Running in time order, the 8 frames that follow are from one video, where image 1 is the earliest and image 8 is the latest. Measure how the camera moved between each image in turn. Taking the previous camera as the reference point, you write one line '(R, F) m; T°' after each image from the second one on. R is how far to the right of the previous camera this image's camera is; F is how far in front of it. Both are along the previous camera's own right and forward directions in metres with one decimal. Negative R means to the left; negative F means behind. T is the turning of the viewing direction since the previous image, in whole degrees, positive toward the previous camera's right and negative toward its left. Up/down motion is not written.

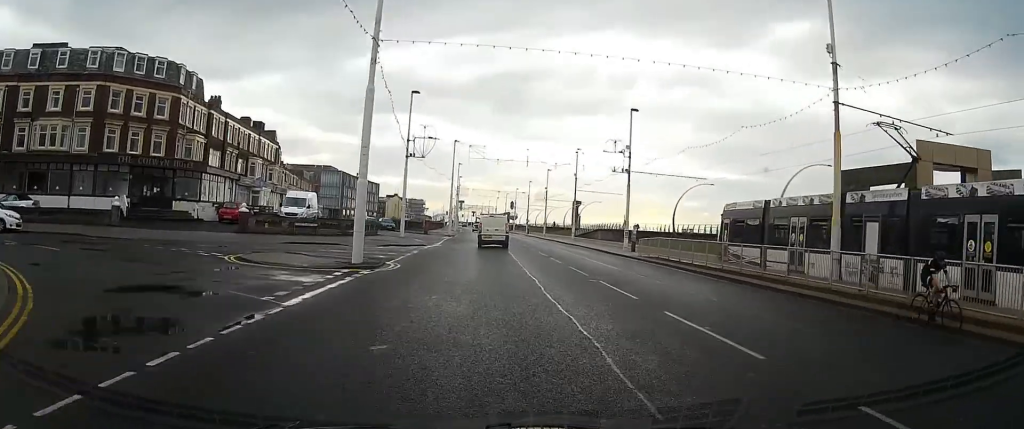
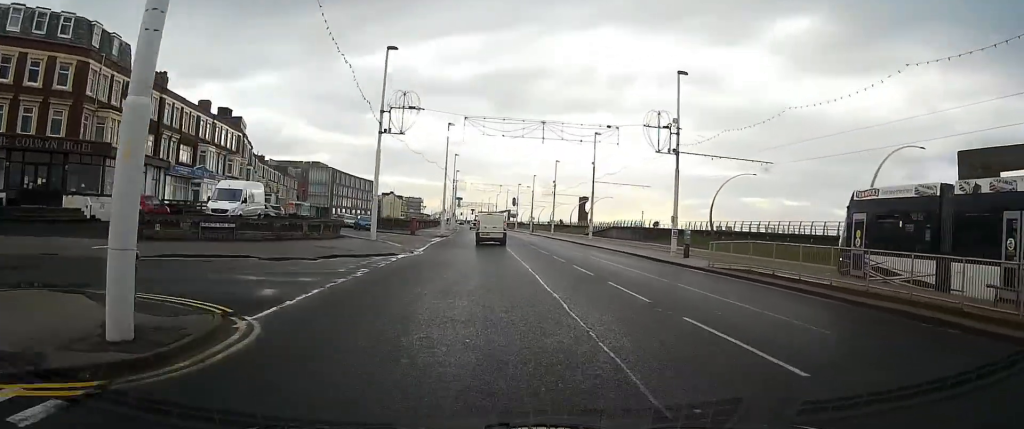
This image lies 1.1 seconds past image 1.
(+0.1, +13.0) m; 0°
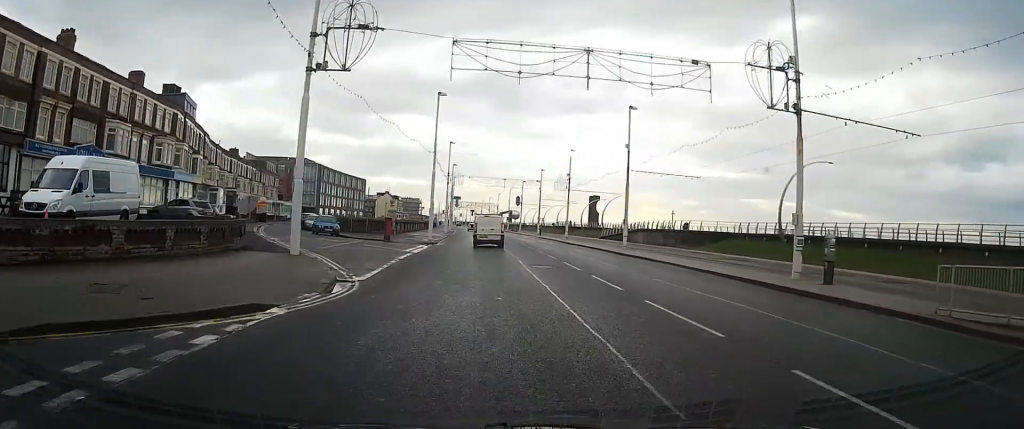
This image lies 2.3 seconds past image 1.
(0.0, +15.5) m; -1°
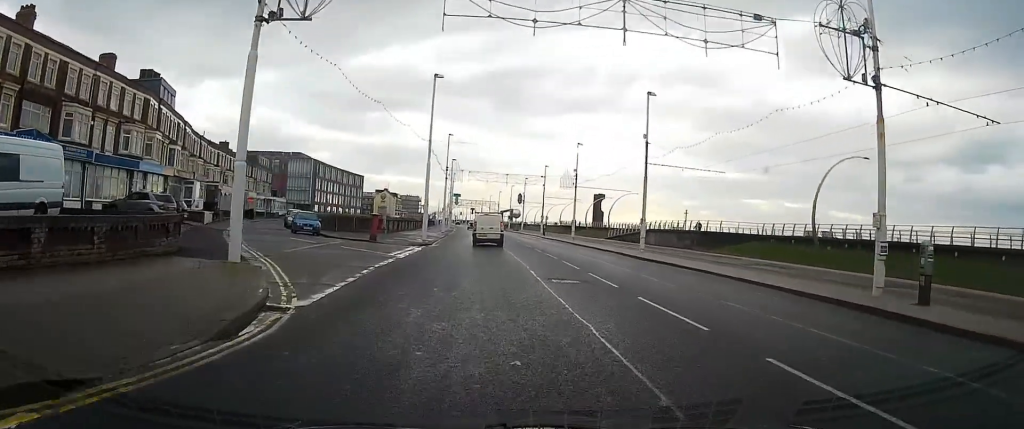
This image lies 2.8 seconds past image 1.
(0.0, +5.3) m; 0°
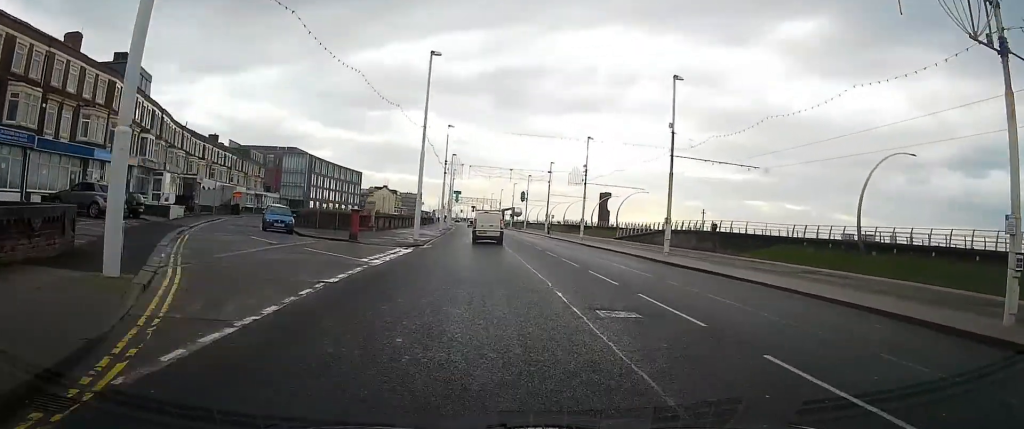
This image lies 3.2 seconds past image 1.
(0.0, +5.8) m; 0°
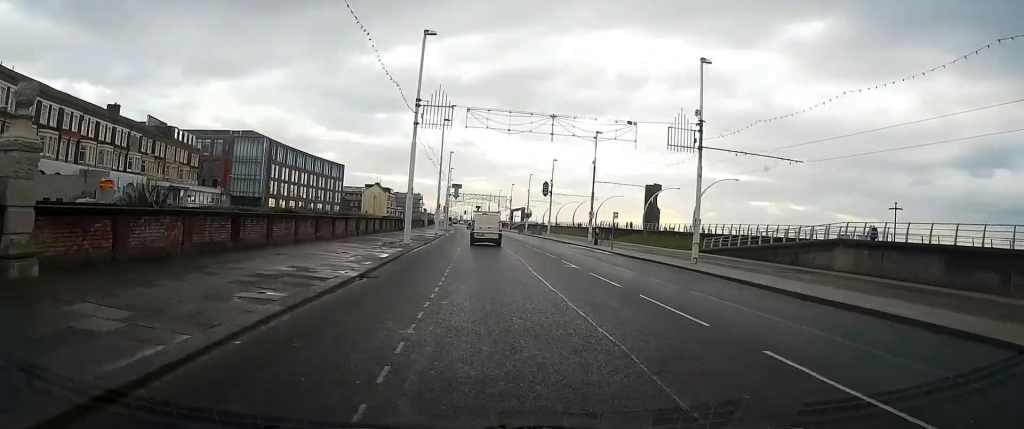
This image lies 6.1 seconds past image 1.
(0.0, +35.3) m; 0°
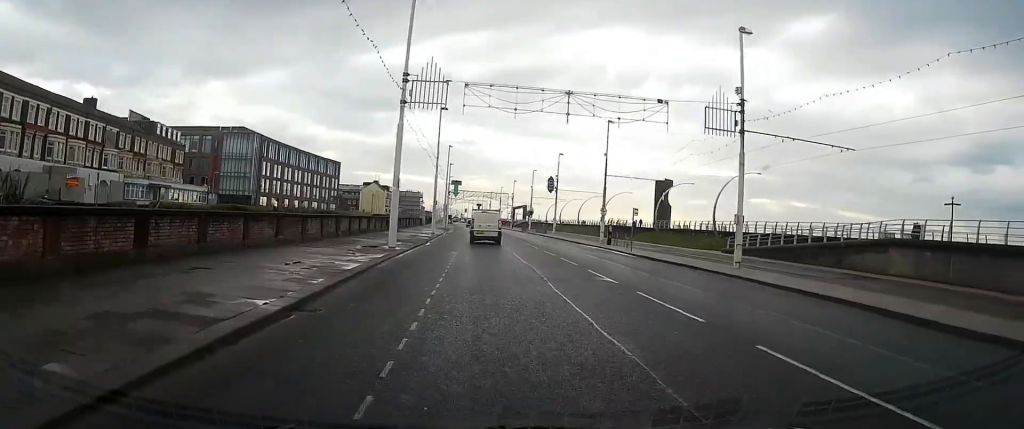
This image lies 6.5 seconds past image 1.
(0.0, +5.7) m; 0°
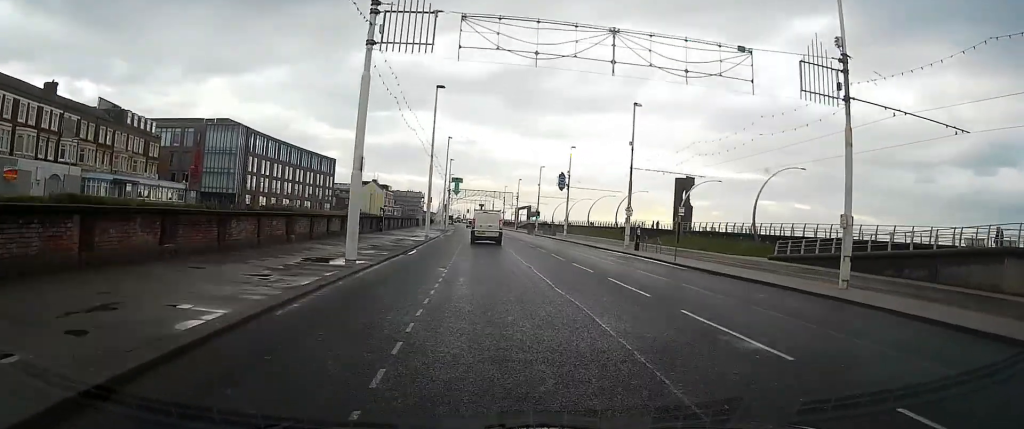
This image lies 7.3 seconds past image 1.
(0.0, +9.0) m; -1°
